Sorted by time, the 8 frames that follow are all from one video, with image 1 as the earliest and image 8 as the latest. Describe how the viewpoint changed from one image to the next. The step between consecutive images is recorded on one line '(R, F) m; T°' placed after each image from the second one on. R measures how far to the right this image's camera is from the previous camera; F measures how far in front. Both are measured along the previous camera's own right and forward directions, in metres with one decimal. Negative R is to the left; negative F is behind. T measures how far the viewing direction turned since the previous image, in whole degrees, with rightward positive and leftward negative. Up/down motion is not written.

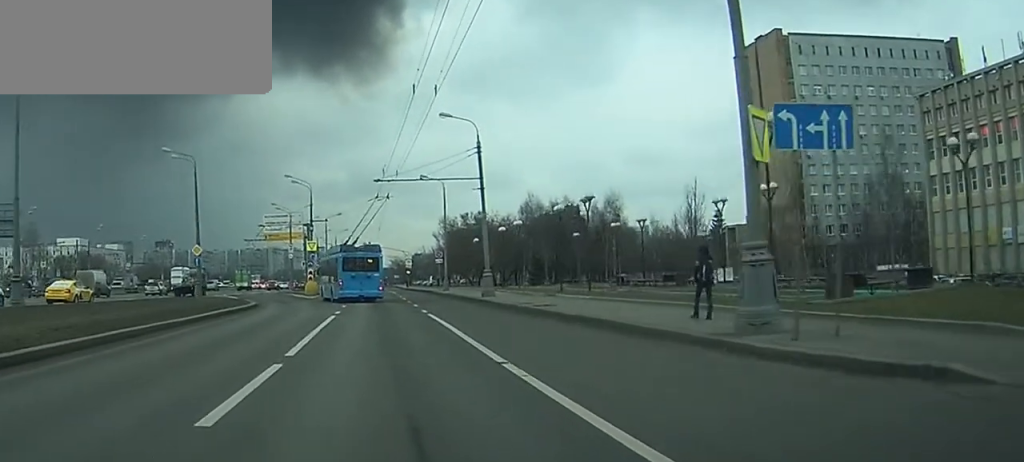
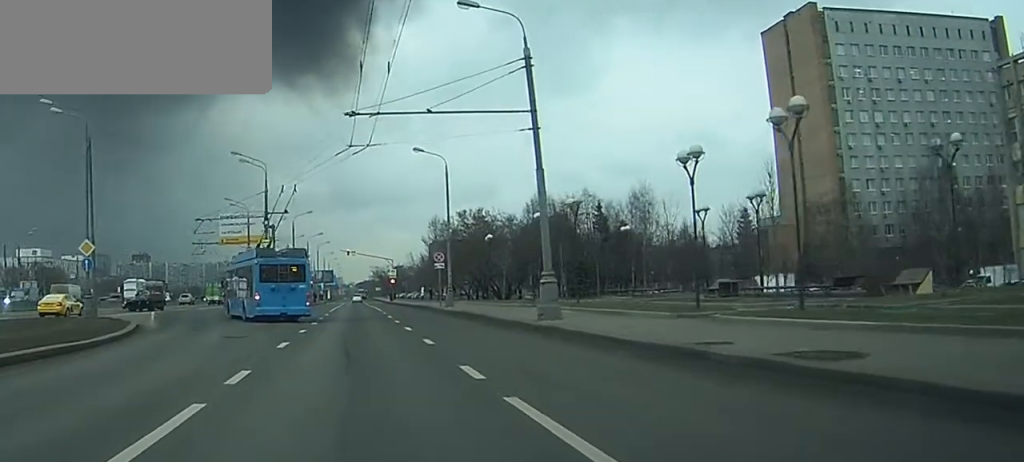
(+0.6, +27.1) m; +2°
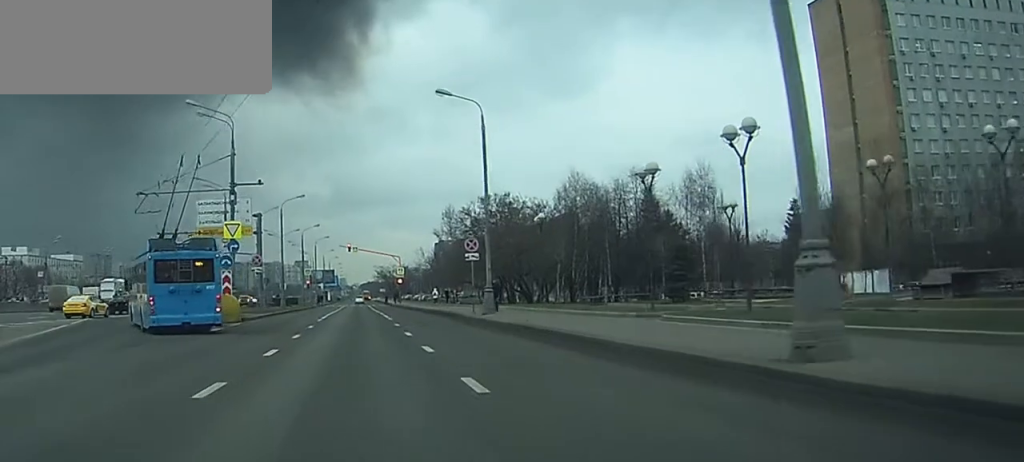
(0.0, +19.2) m; 0°
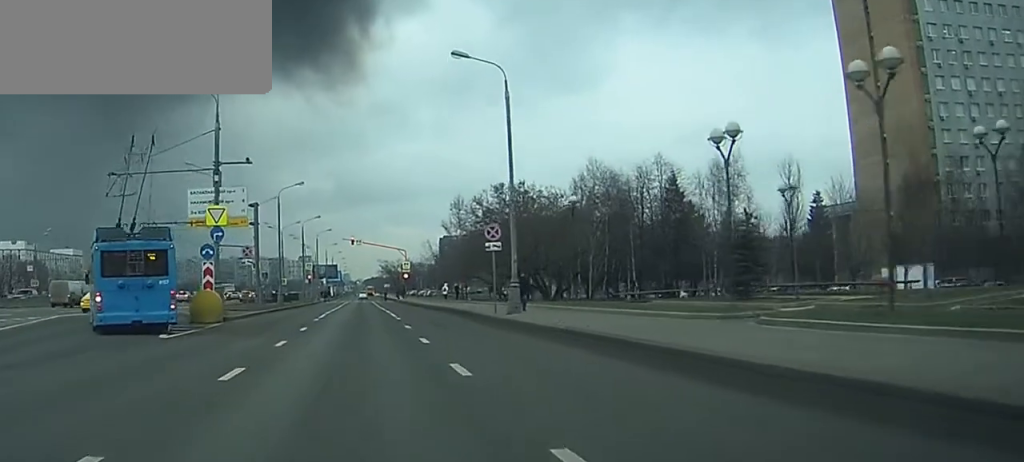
(0.0, +6.4) m; 0°
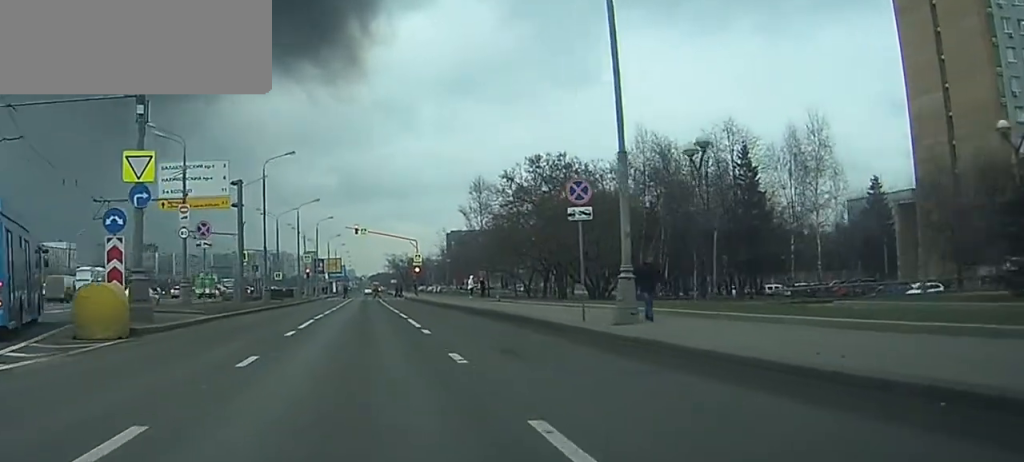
(0.0, +14.8) m; 0°
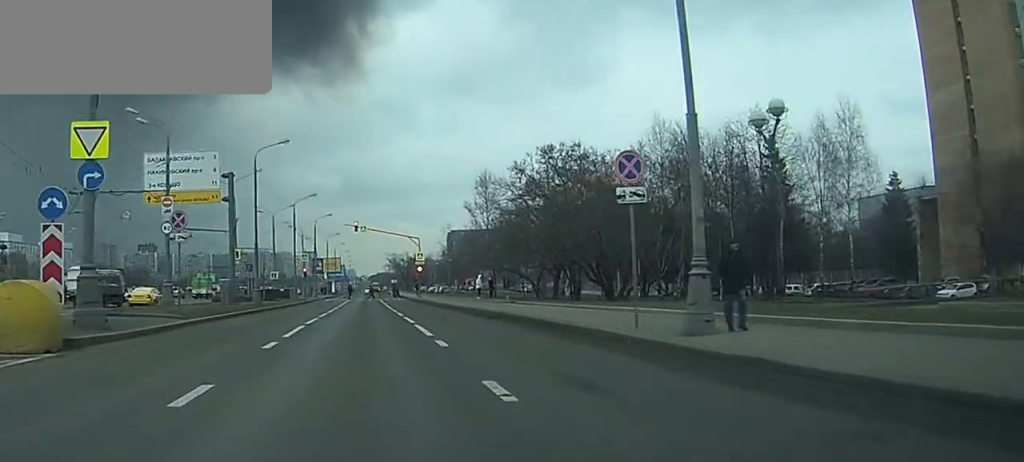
(0.0, +4.6) m; 0°
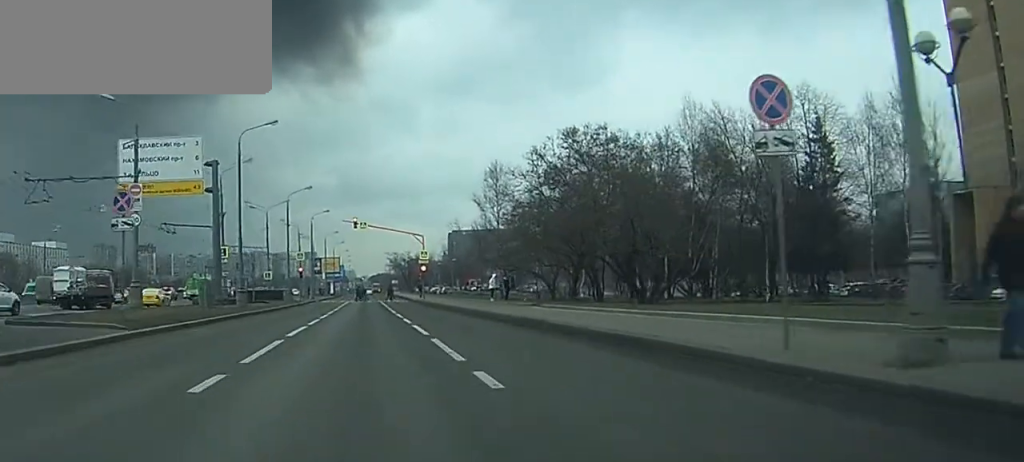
(0.0, +6.9) m; 0°
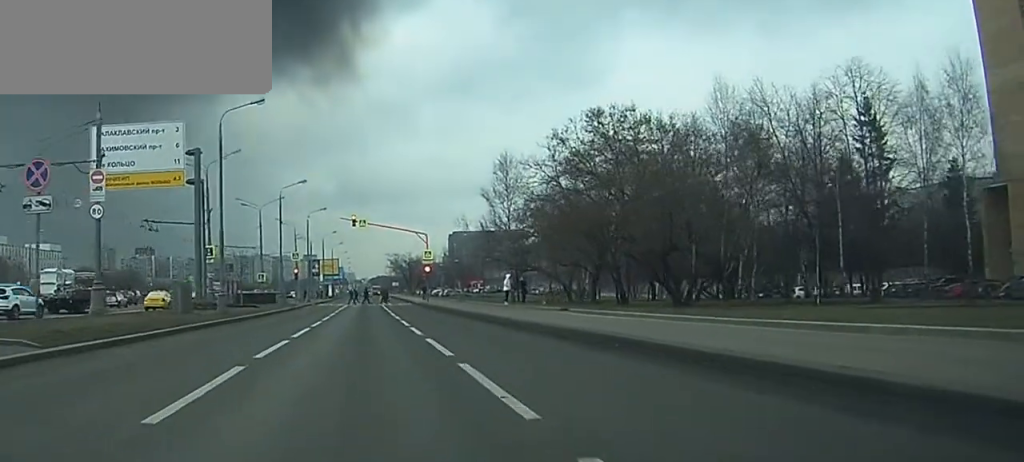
(0.0, +6.1) m; 0°
